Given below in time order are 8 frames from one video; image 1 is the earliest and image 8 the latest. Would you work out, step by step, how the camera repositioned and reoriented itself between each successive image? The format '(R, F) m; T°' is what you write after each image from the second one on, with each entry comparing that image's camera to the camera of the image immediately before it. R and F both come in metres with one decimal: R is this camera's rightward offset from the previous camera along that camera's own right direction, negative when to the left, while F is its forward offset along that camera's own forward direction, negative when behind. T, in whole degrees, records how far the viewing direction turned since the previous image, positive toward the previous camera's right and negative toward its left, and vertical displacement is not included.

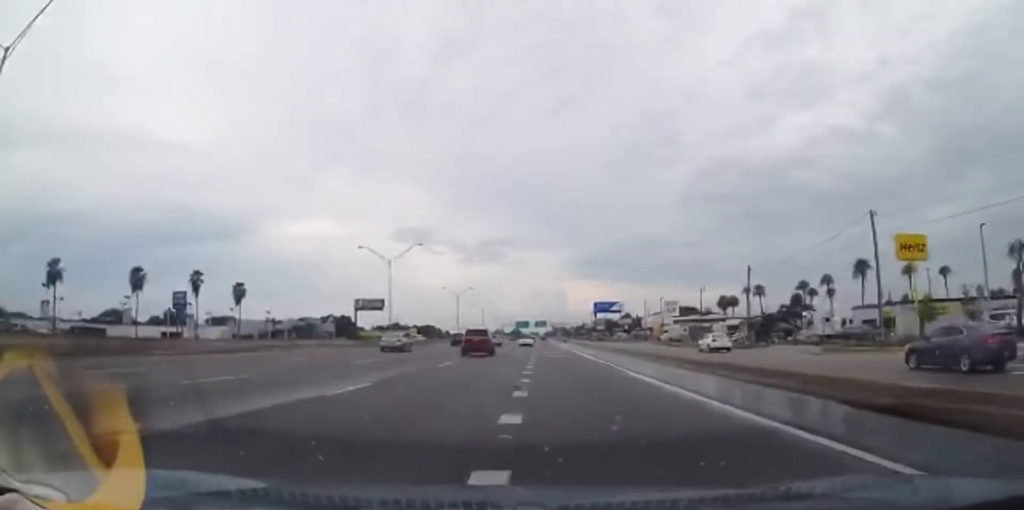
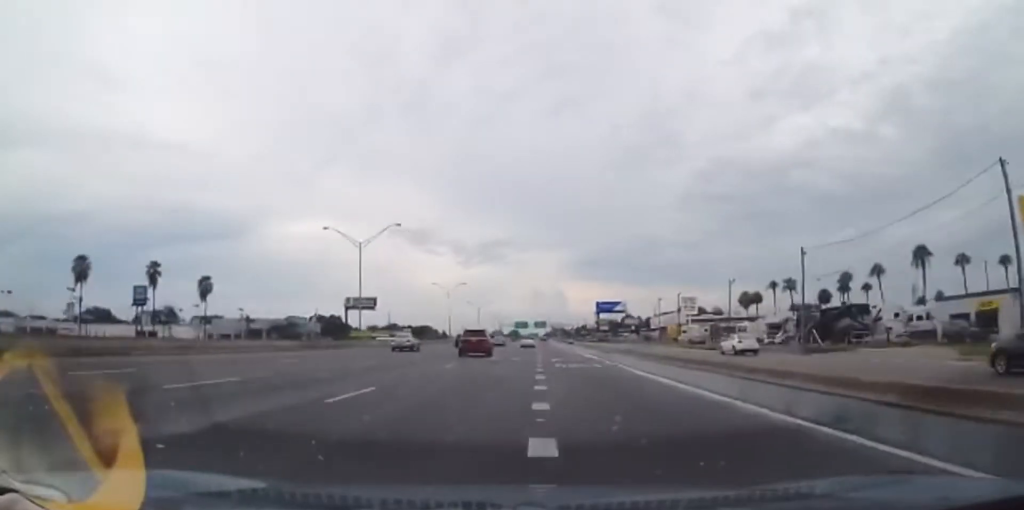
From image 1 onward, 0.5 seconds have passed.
(0.0, +13.0) m; 0°
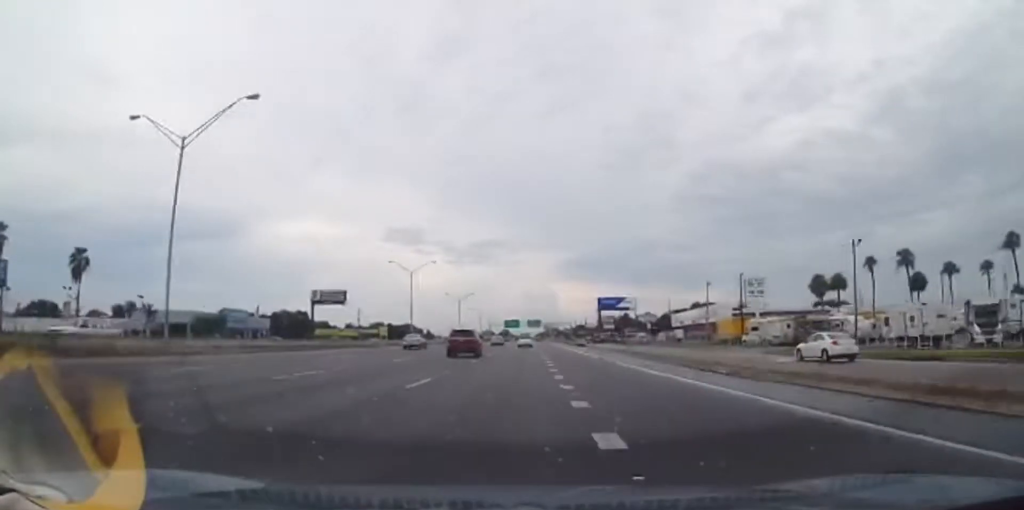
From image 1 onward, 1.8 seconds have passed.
(+0.4, +32.8) m; +1°
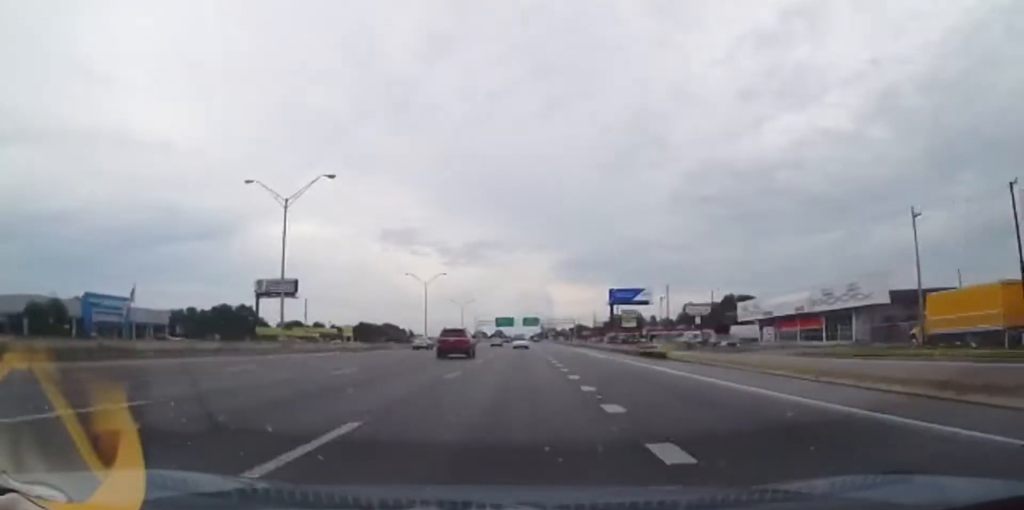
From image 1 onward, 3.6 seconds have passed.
(+0.2, +45.5) m; 0°
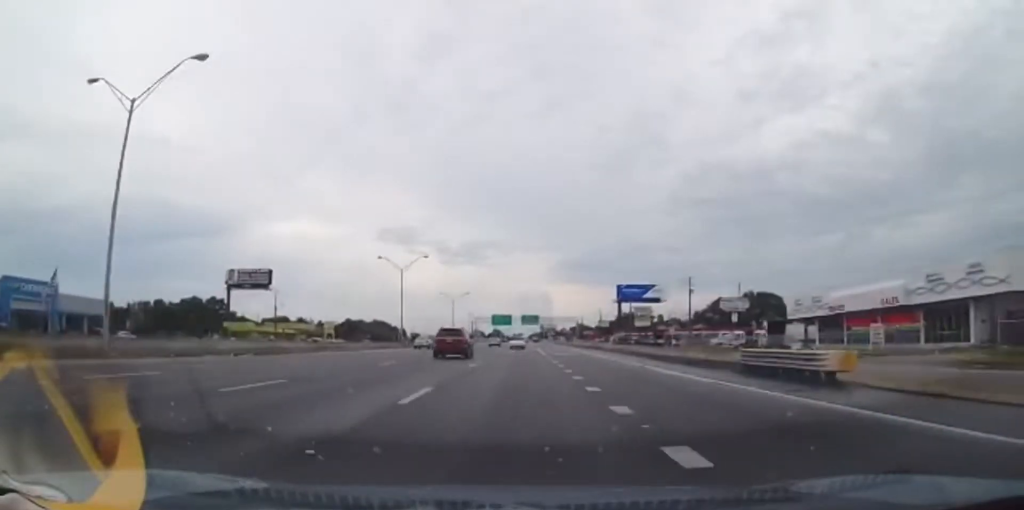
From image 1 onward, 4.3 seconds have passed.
(0.0, +18.8) m; 0°
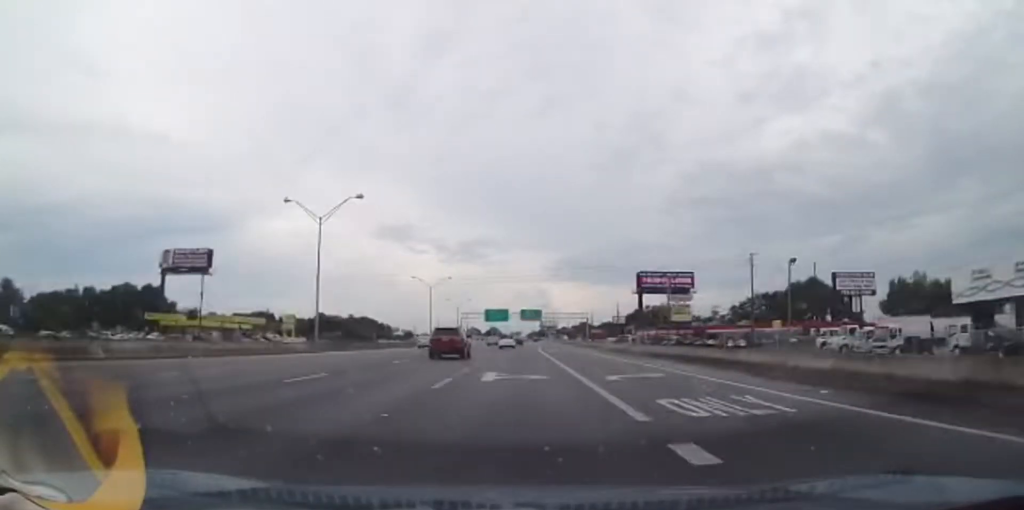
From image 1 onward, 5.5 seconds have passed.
(+0.2, +33.4) m; +1°
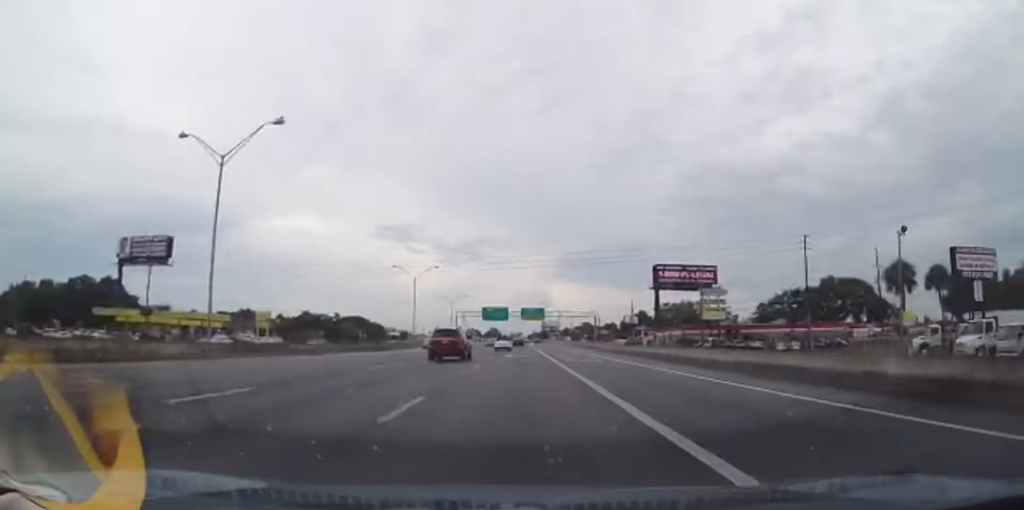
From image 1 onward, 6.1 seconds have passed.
(0.0, +16.5) m; 0°
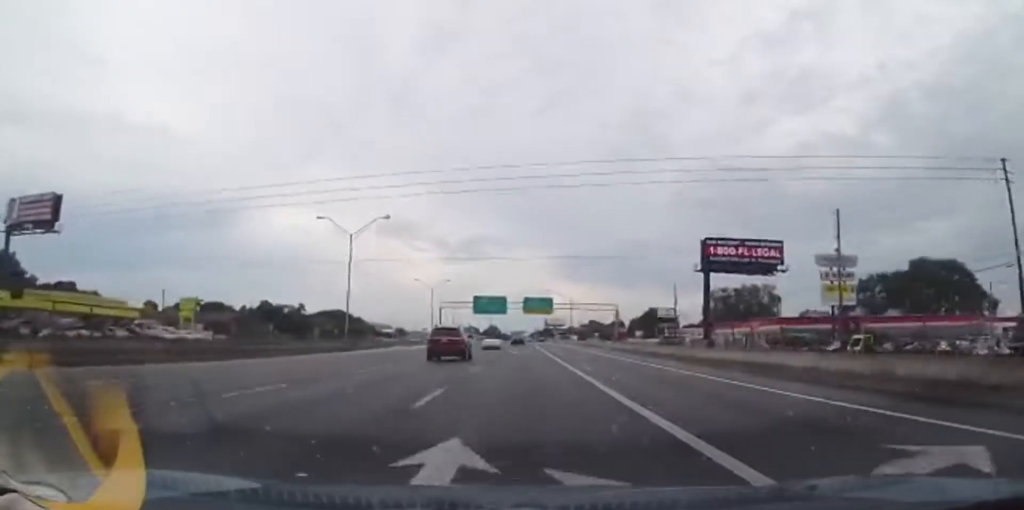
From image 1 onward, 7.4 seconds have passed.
(0.0, +35.2) m; -1°
